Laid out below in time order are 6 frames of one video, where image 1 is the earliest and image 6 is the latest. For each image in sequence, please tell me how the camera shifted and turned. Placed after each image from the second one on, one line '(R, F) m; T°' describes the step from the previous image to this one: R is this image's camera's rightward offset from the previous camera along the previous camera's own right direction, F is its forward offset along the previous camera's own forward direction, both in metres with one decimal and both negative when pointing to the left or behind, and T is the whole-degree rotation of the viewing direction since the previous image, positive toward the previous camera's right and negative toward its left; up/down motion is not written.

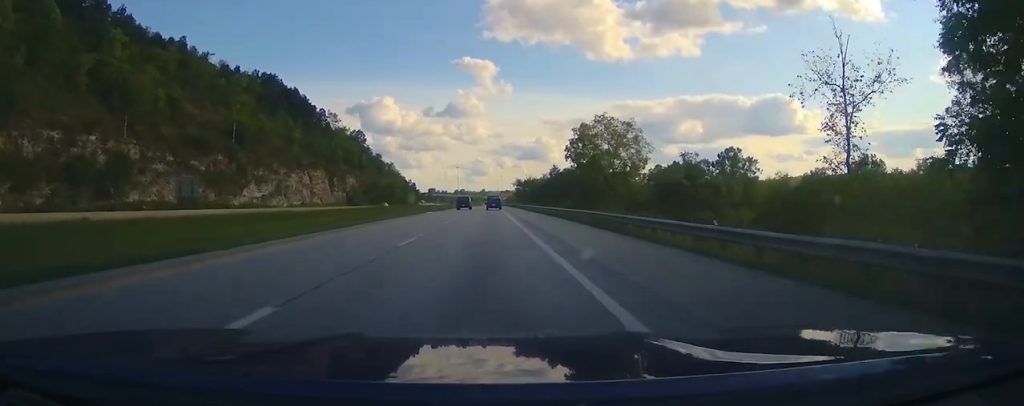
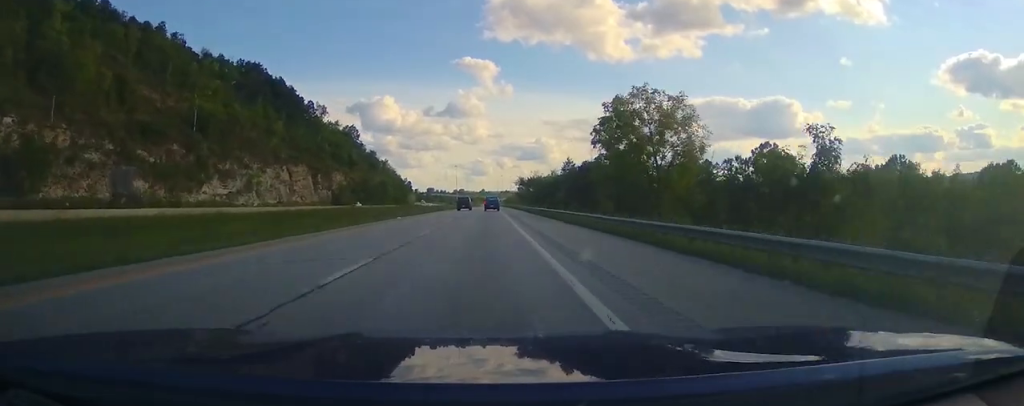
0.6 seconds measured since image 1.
(0.0, +19.0) m; 0°
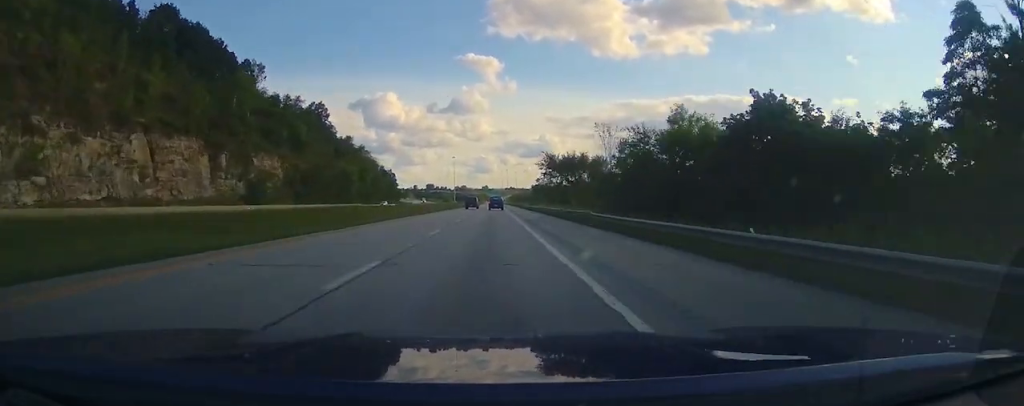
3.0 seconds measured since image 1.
(+0.1, +74.5) m; 0°
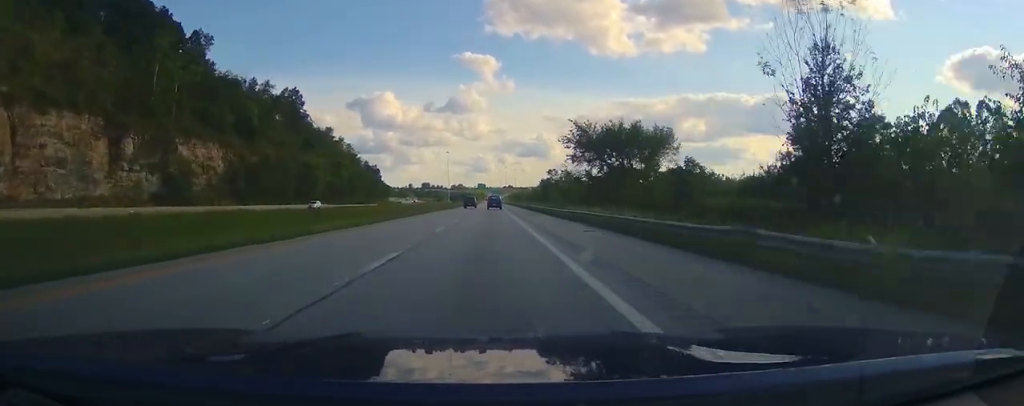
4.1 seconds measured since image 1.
(0.0, +34.6) m; 0°
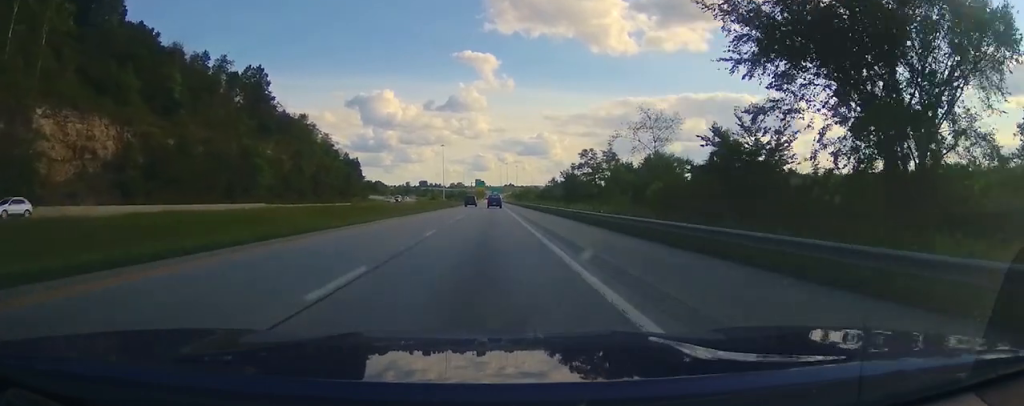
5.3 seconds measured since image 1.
(0.0, +39.8) m; 0°
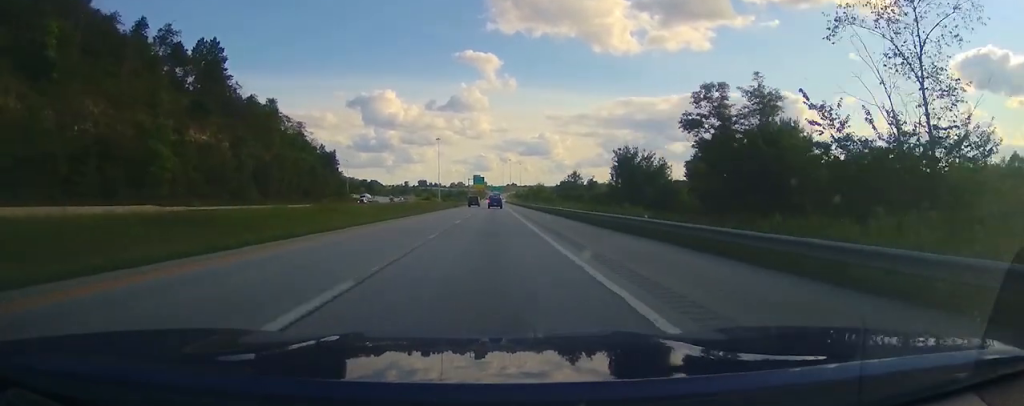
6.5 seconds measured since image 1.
(0.0, +37.7) m; 0°
